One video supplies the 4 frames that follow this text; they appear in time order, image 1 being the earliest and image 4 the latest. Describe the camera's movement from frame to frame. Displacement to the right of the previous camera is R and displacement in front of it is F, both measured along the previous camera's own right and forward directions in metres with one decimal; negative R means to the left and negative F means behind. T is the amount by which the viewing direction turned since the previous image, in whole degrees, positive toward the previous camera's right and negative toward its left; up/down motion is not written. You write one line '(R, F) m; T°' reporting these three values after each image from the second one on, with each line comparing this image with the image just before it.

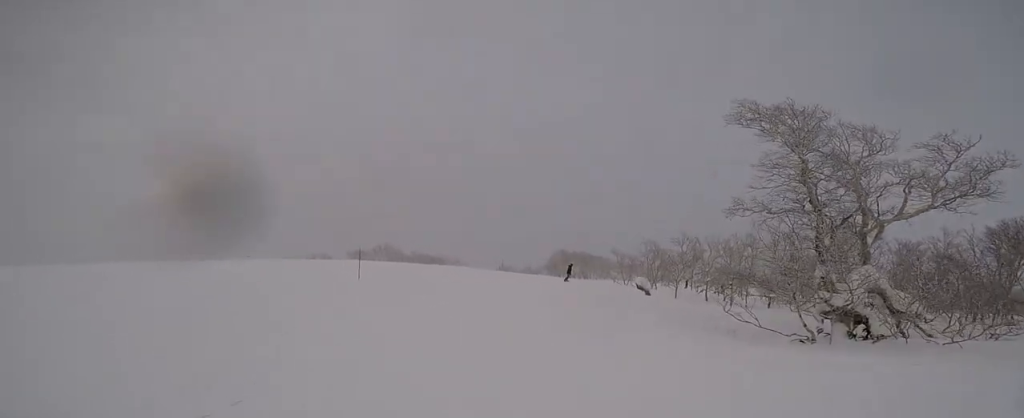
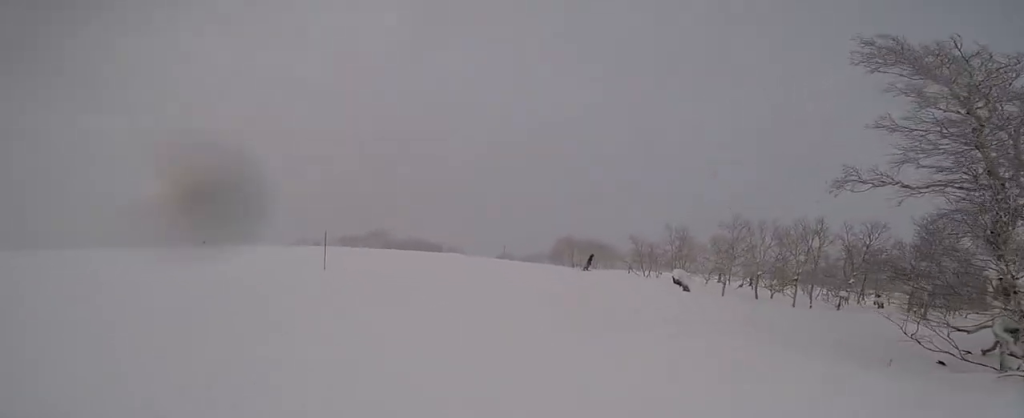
(+0.3, +4.3) m; -1°
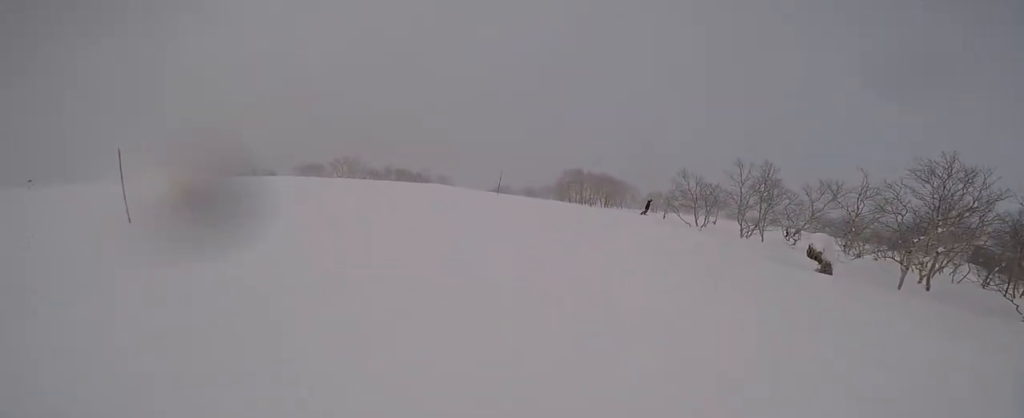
(+0.9, +7.5) m; +5°
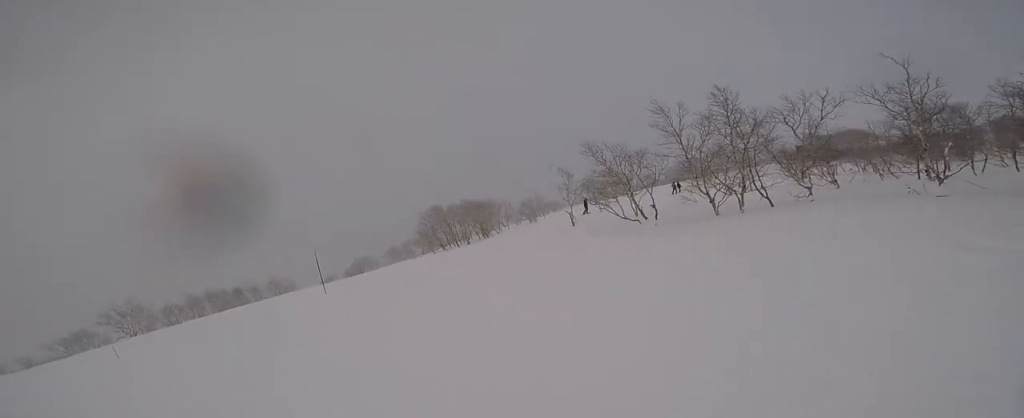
(-0.6, +9.5) m; +4°
